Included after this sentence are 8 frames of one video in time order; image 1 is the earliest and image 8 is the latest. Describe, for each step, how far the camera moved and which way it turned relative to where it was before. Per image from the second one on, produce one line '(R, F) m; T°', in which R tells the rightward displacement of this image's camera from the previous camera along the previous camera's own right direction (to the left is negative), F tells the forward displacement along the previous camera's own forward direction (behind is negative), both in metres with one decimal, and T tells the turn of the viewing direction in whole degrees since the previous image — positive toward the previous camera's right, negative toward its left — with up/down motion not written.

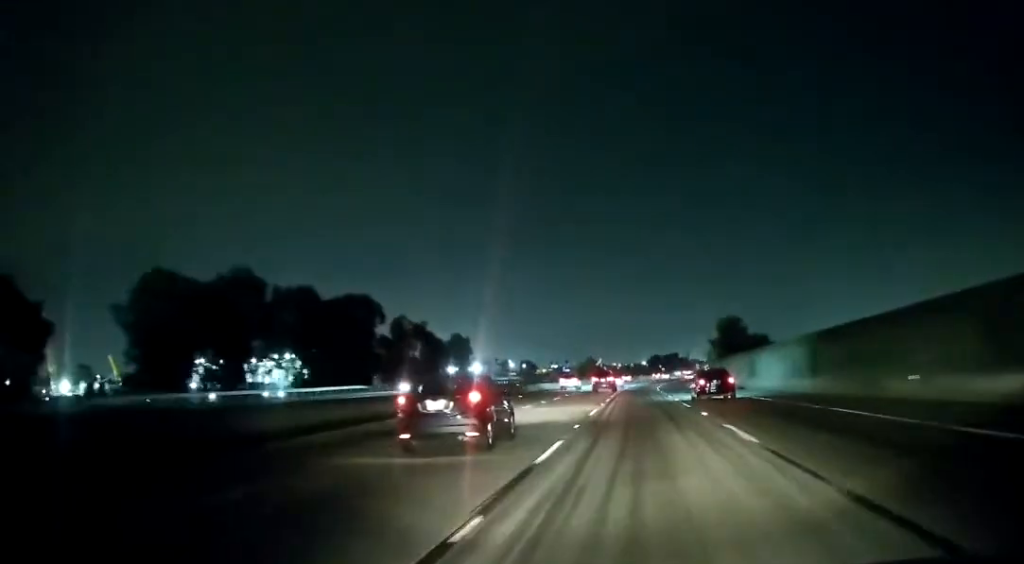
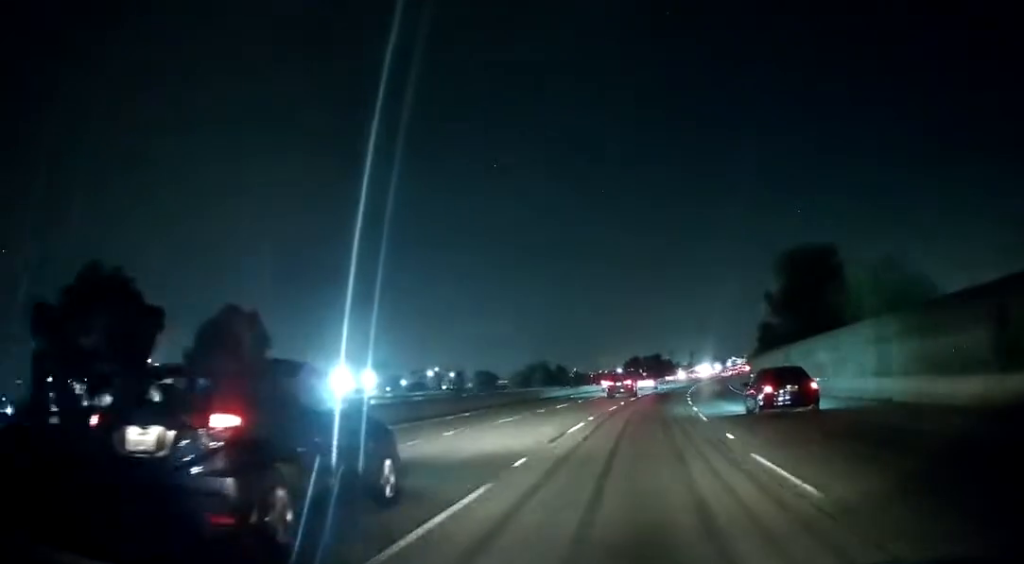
(+1.1, +80.4) m; +2°
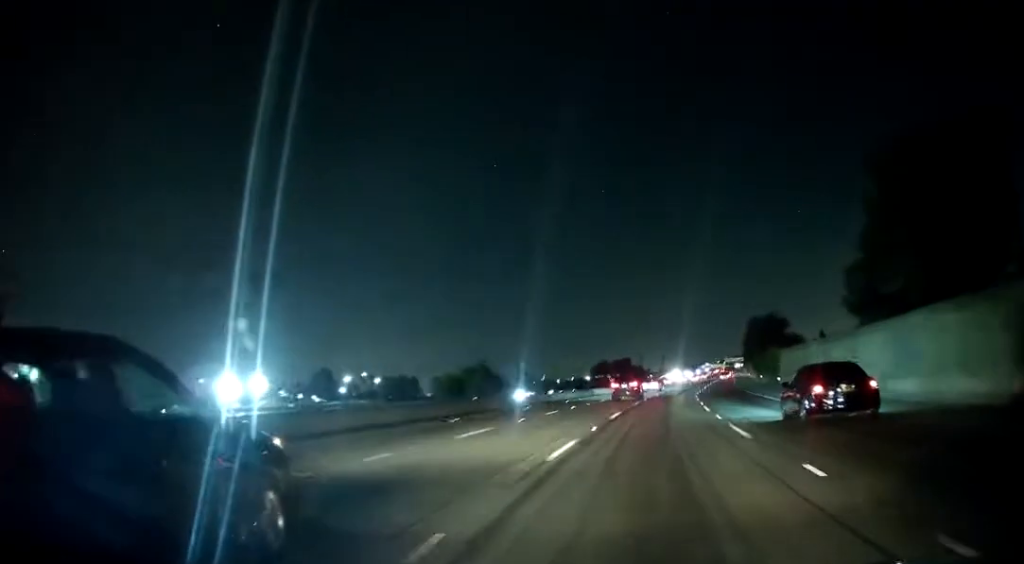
(+0.6, +36.3) m; +3°
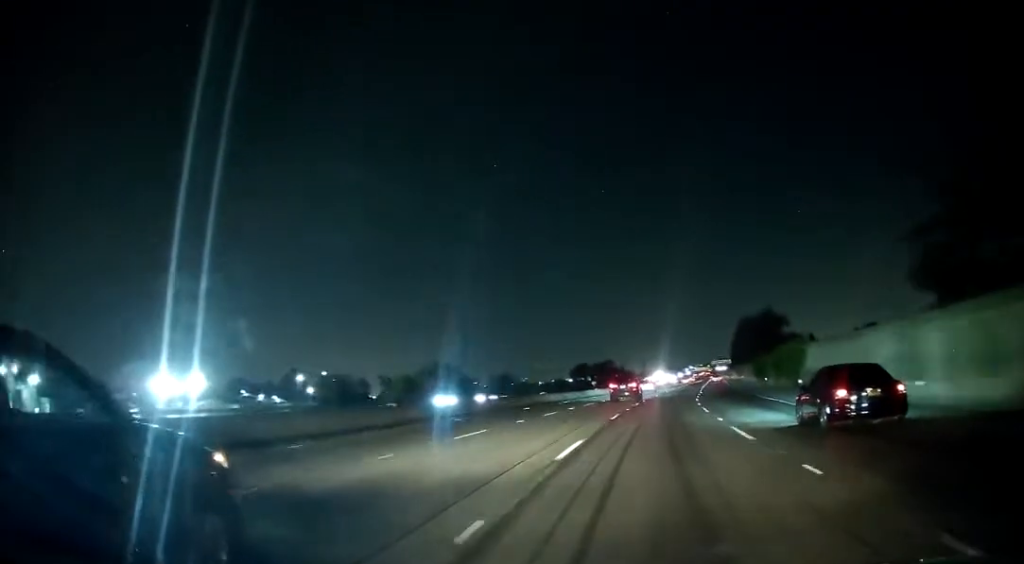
(+0.1, +15.1) m; +2°
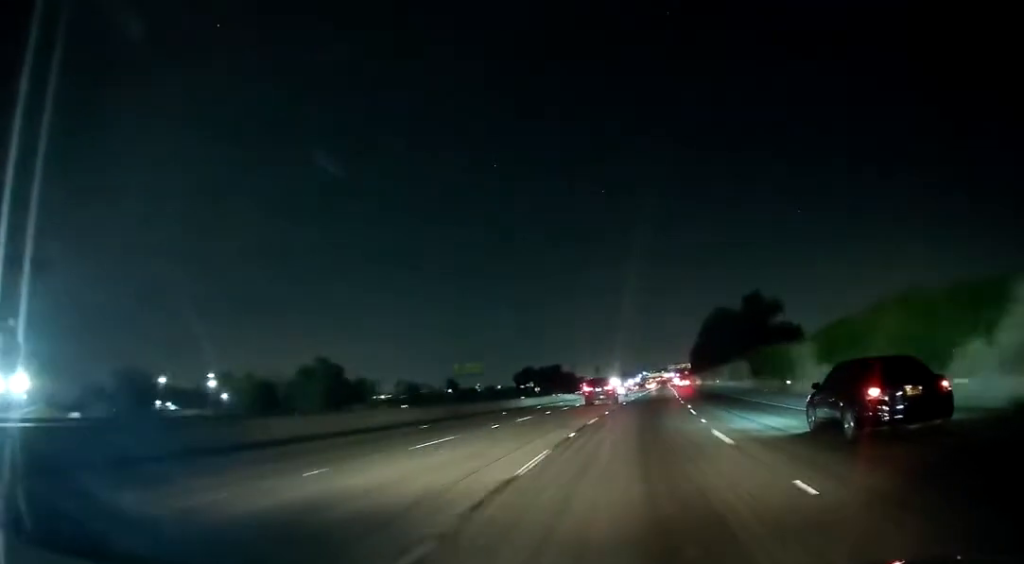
(+0.9, +31.2) m; +3°
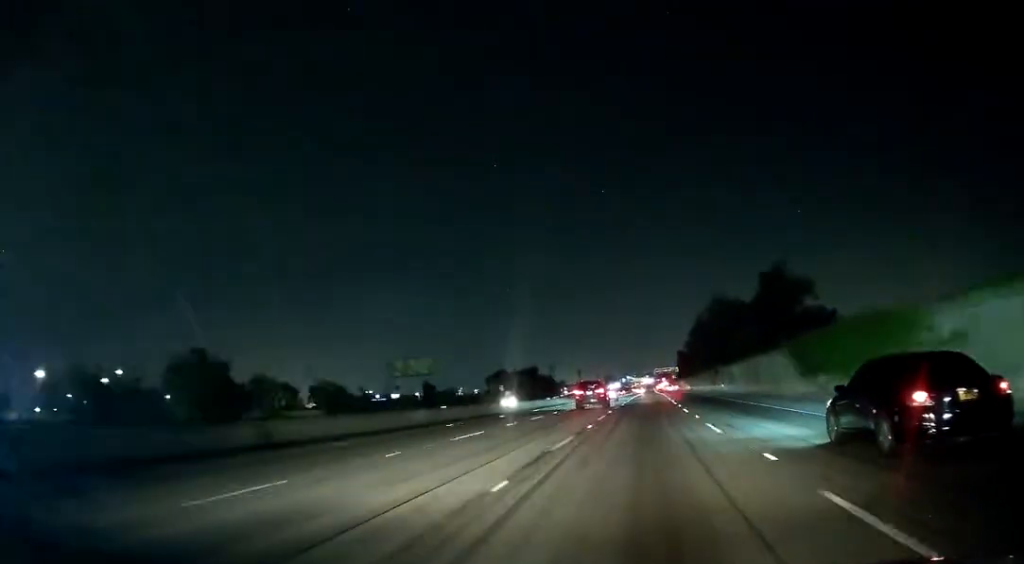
(+0.5, +24.1) m; +1°
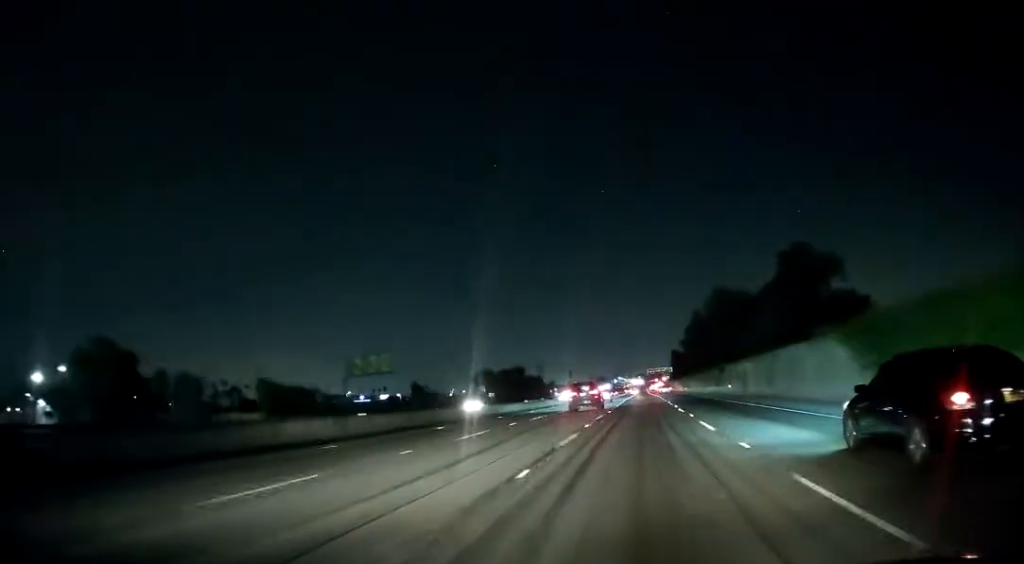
(+0.1, +14.1) m; 0°
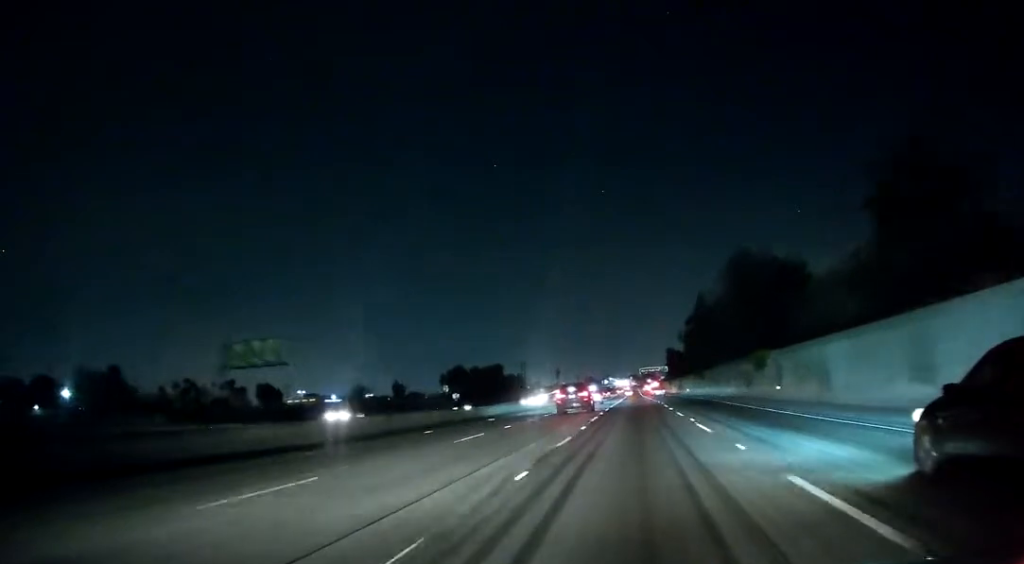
(+0.1, +29.2) m; 0°
